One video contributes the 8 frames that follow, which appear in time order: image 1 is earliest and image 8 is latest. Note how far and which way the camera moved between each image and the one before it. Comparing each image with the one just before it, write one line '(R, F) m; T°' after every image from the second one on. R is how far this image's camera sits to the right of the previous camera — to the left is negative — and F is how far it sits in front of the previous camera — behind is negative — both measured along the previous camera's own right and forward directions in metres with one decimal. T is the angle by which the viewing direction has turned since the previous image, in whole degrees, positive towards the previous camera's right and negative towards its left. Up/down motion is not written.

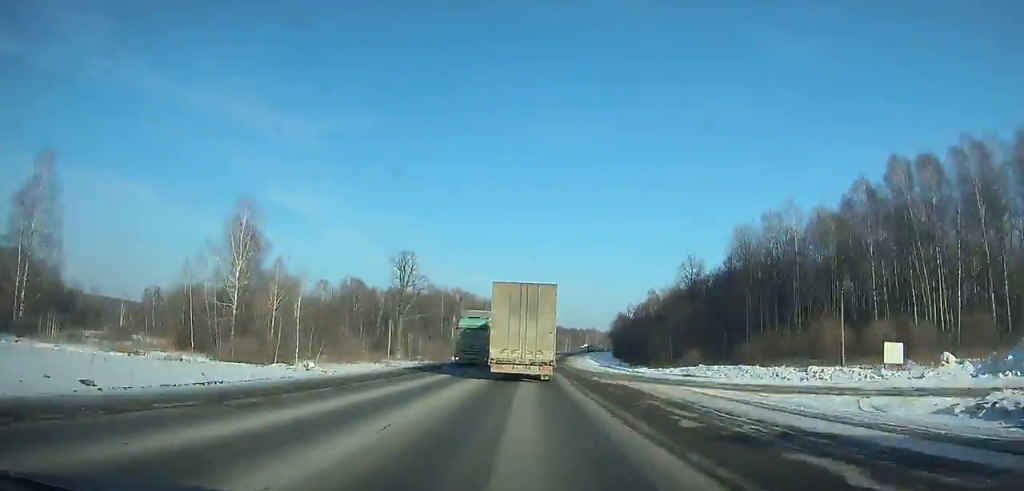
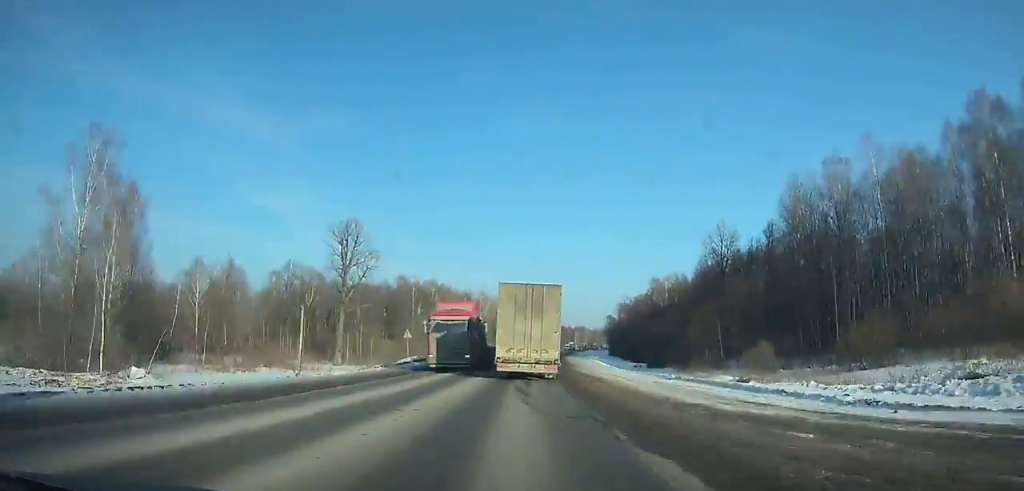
(-0.1, +28.5) m; +1°
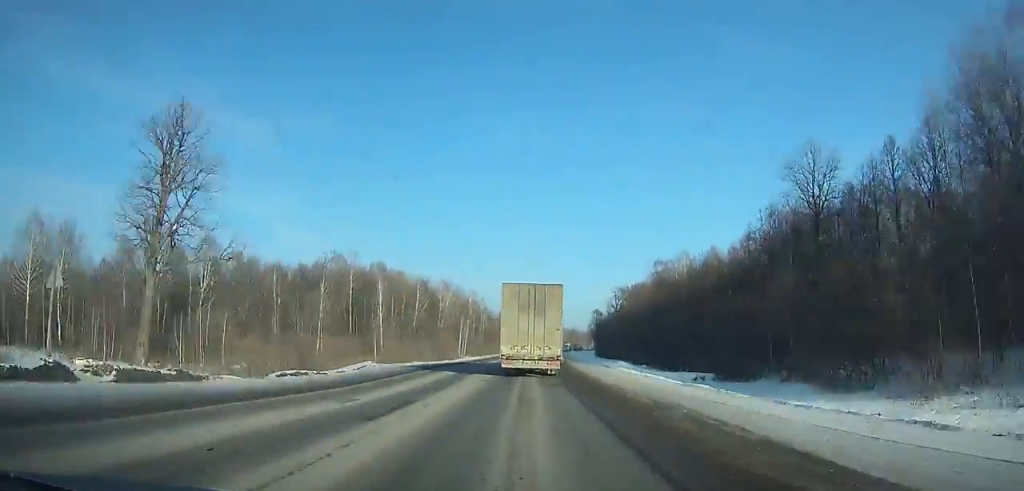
(+1.0, +40.5) m; +2°
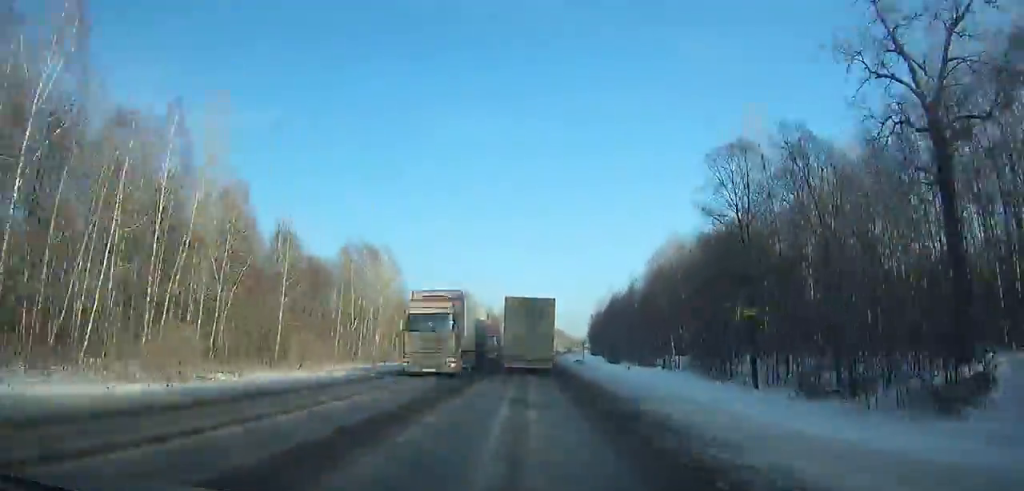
(+9.2, +180.8) m; +5°
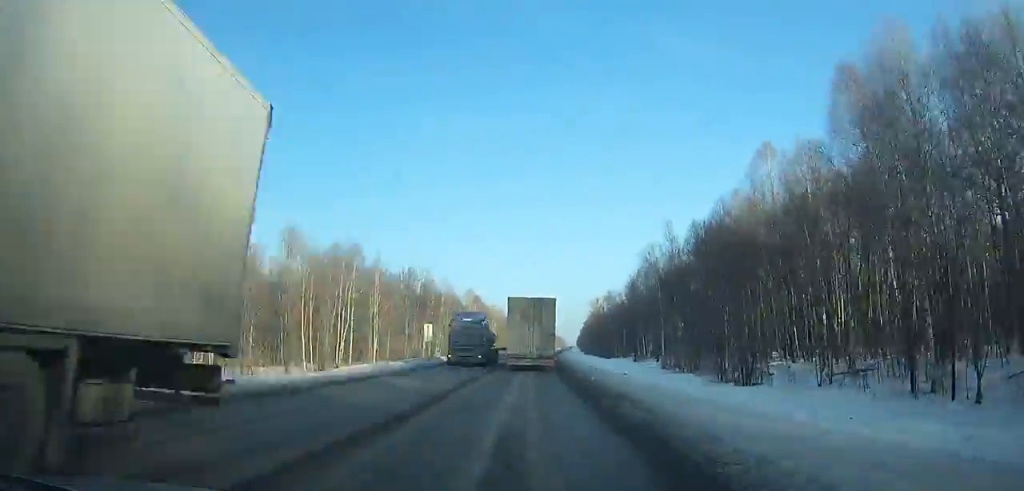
(+0.8, +74.9) m; +2°
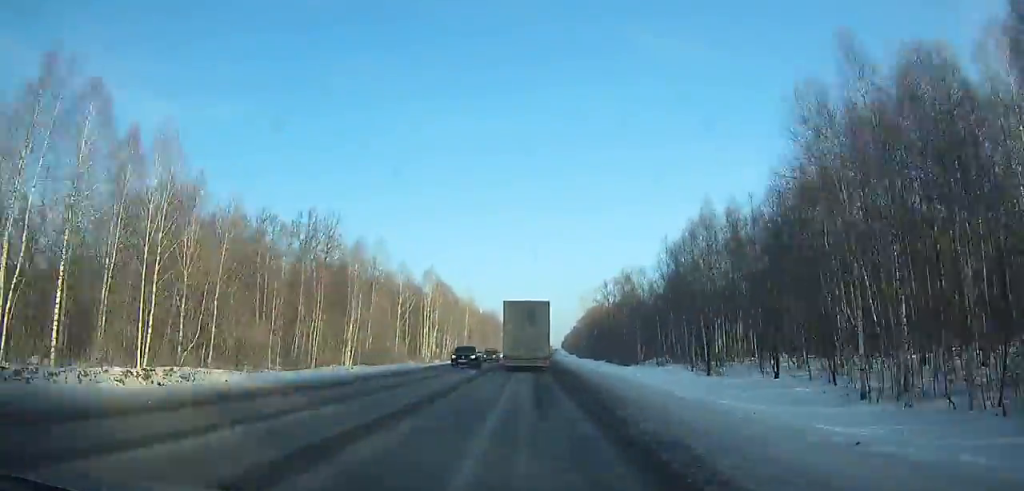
(+1.0, +47.6) m; +2°
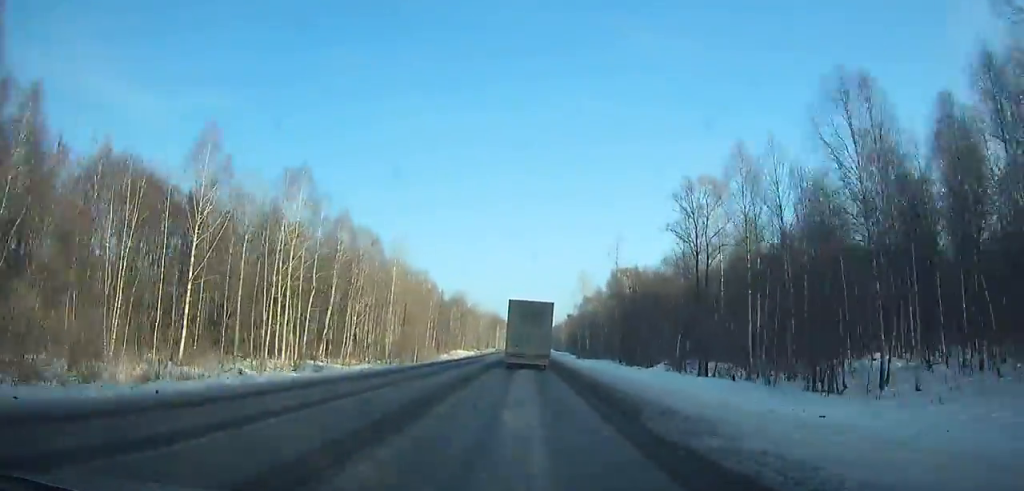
(+1.4, +71.6) m; +2°
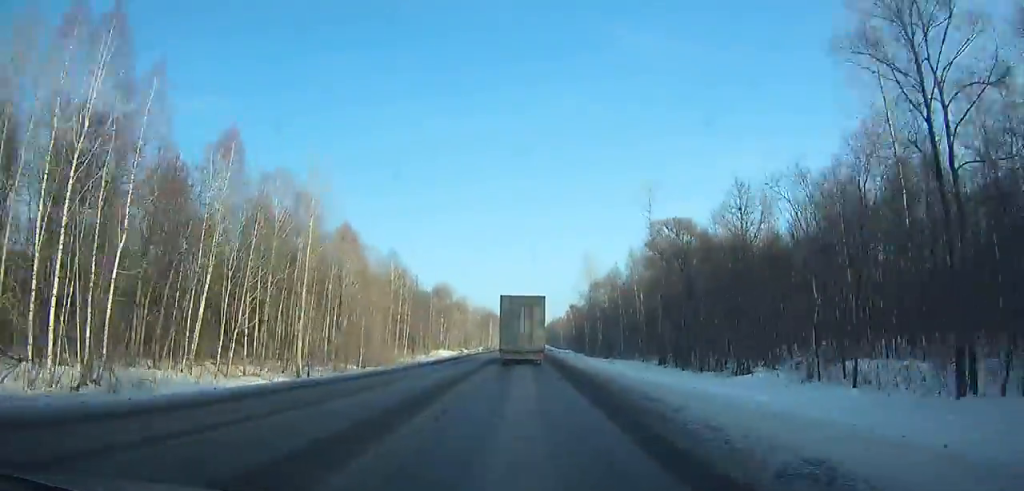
(+0.2, +32.2) m; 0°
